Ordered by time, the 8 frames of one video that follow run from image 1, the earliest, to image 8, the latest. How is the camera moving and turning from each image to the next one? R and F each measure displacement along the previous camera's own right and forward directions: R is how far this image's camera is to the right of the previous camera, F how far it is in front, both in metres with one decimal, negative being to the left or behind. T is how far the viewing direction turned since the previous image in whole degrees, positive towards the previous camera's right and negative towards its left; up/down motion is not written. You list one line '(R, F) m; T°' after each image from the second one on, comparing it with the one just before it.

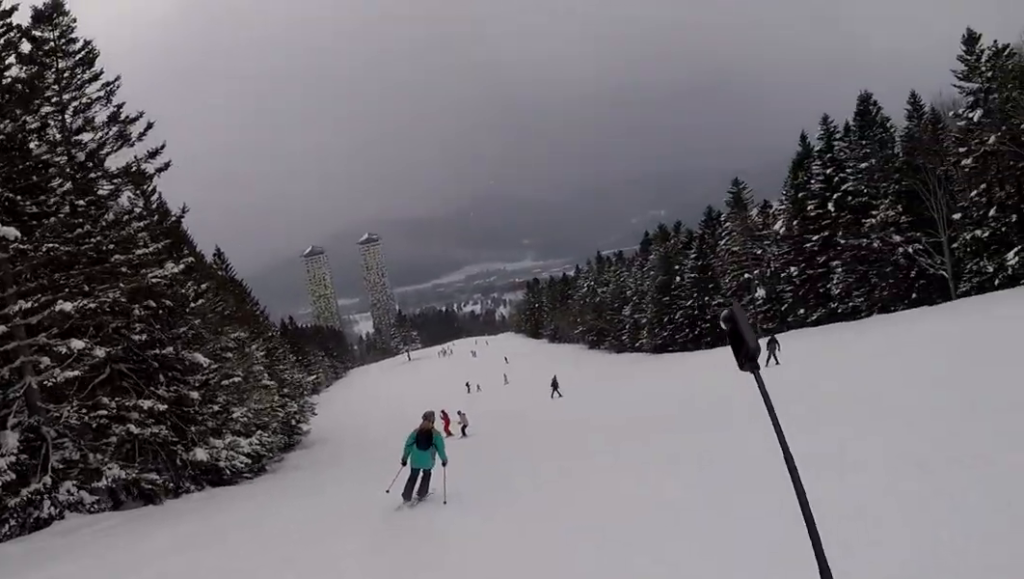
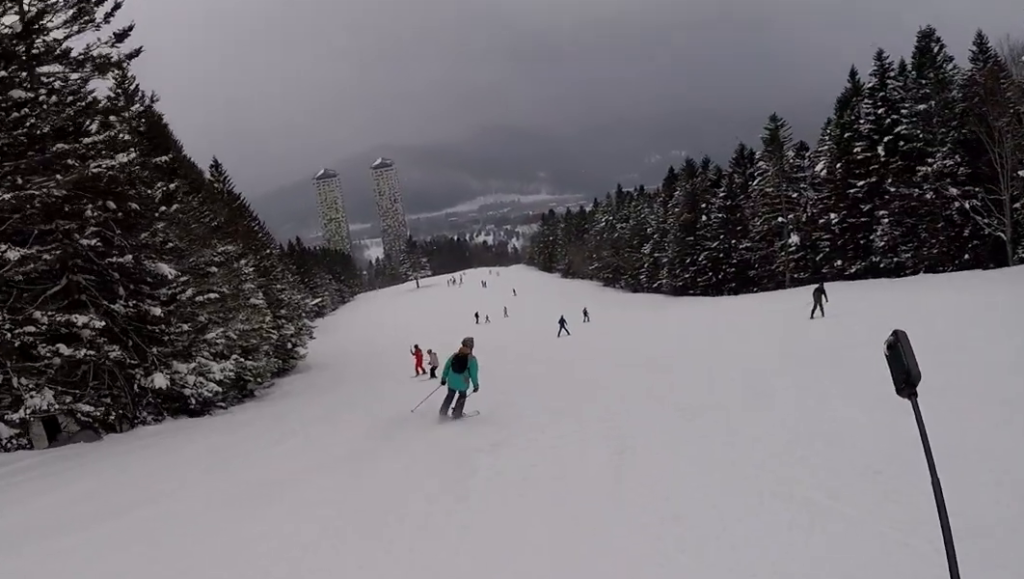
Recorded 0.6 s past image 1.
(0.0, +4.7) m; +1°
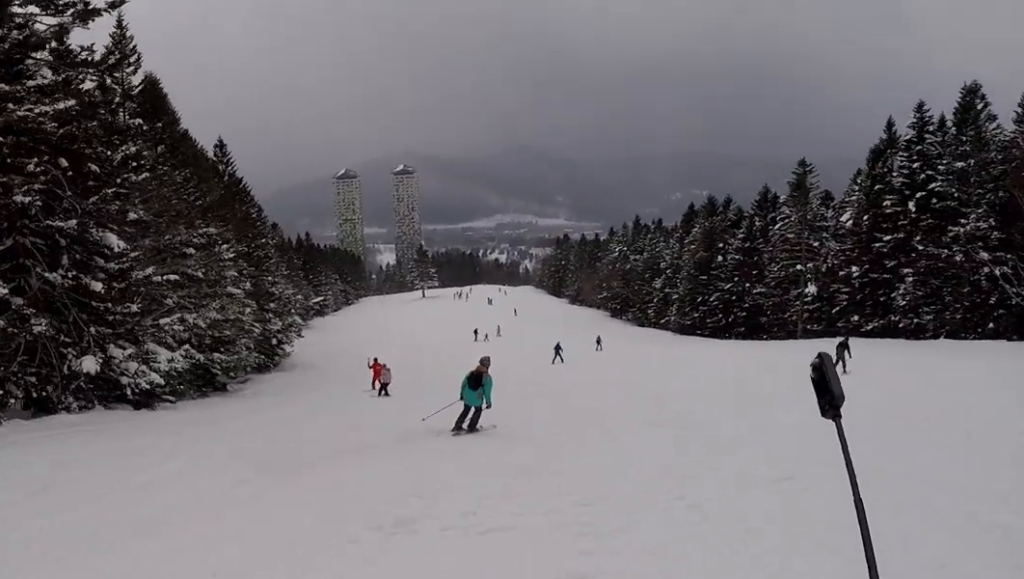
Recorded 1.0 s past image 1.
(0.0, +3.6) m; +2°
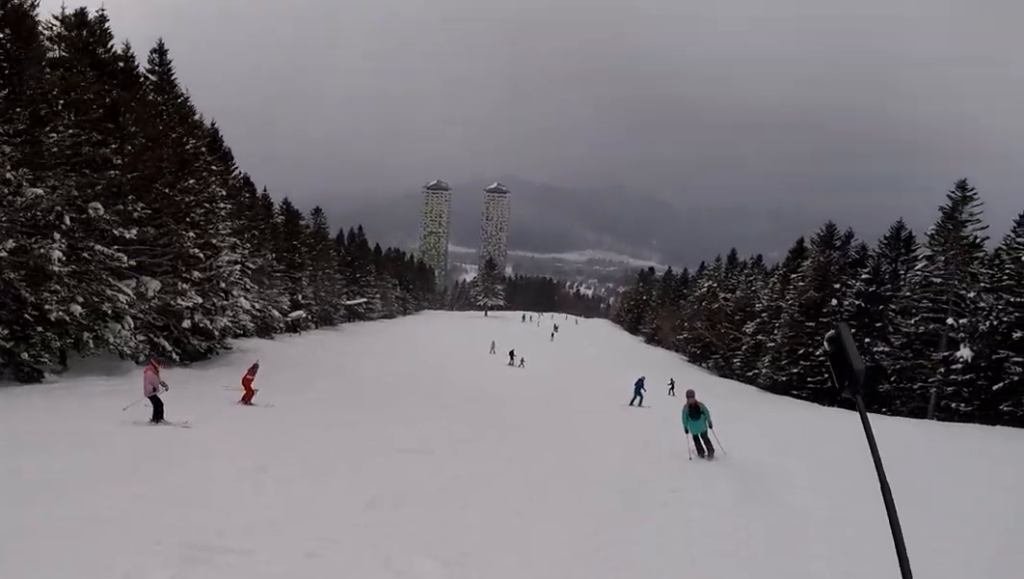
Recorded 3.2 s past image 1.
(-0.3, +22.1) m; -17°
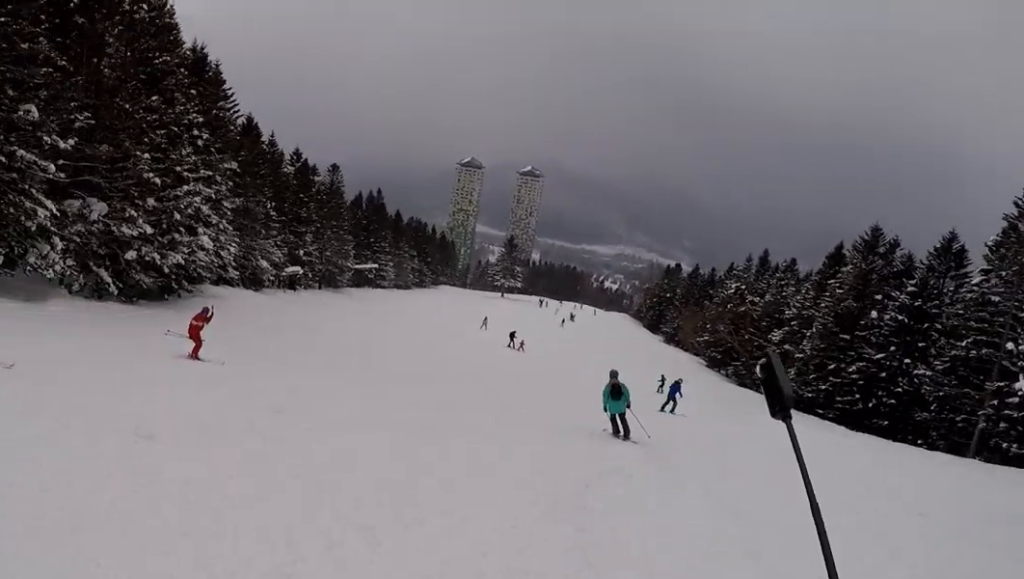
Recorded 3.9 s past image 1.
(-0.8, +6.3) m; -11°
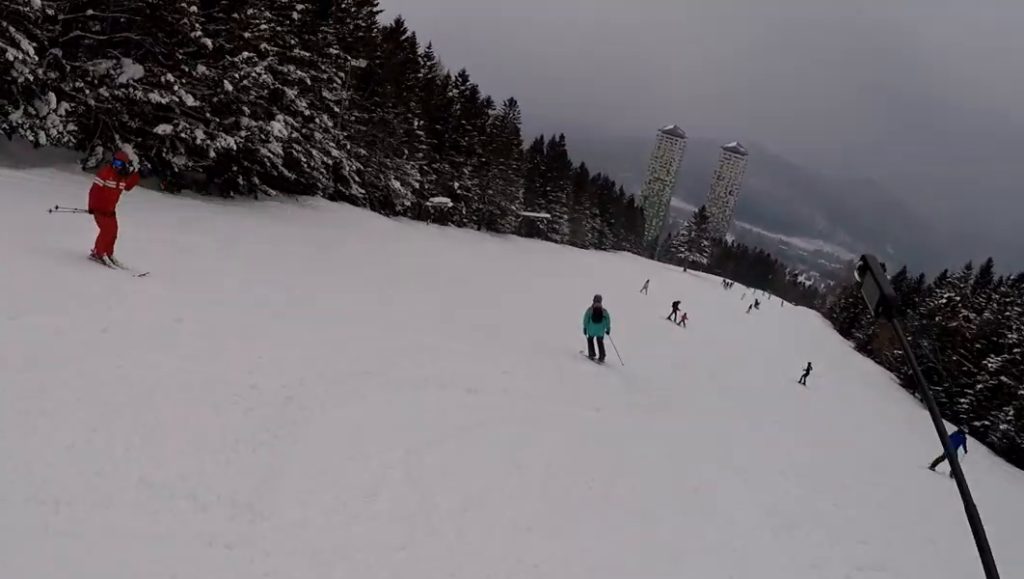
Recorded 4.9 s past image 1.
(-1.5, +10.3) m; -10°
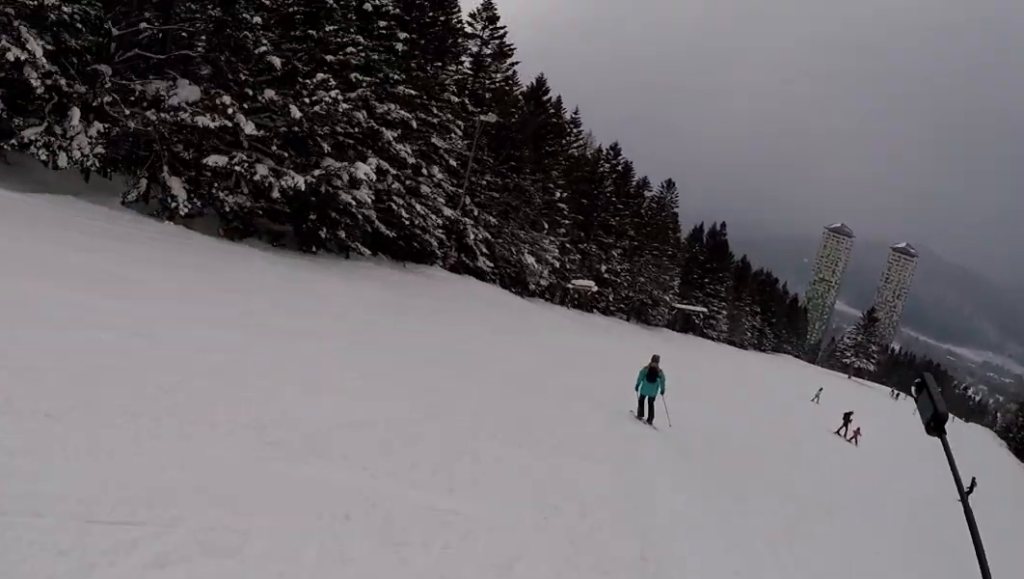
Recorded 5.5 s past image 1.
(-0.1, +6.9) m; -1°
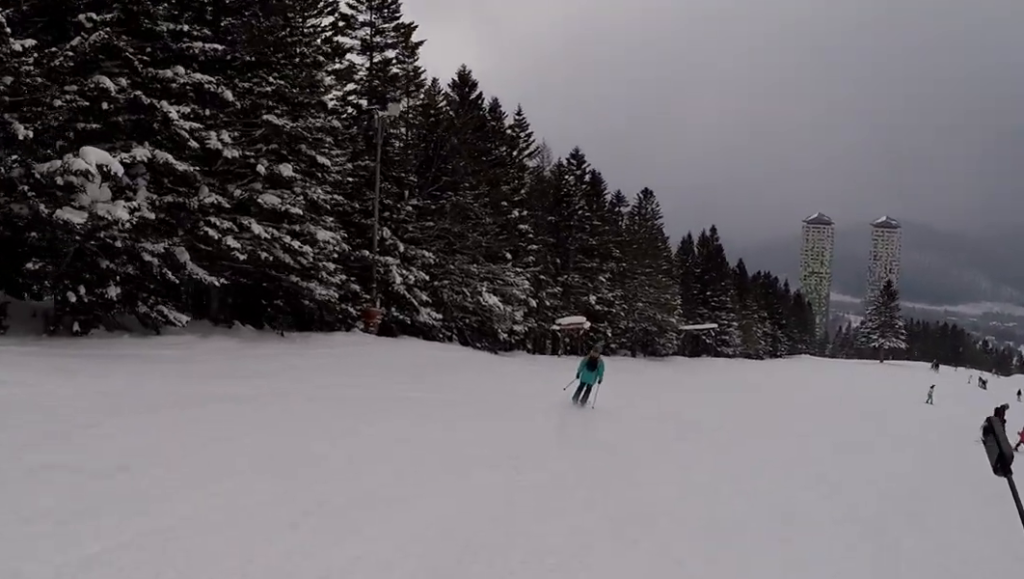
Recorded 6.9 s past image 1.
(+0.6, +14.4) m; +9°
